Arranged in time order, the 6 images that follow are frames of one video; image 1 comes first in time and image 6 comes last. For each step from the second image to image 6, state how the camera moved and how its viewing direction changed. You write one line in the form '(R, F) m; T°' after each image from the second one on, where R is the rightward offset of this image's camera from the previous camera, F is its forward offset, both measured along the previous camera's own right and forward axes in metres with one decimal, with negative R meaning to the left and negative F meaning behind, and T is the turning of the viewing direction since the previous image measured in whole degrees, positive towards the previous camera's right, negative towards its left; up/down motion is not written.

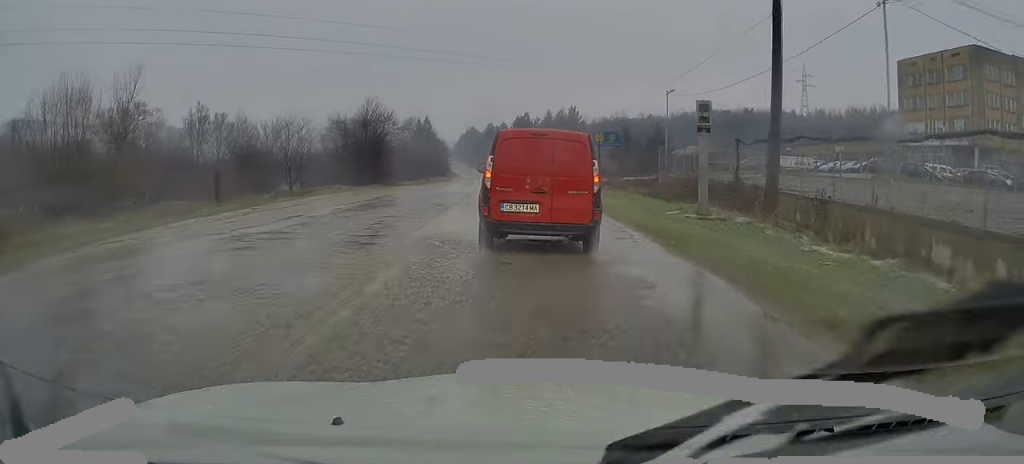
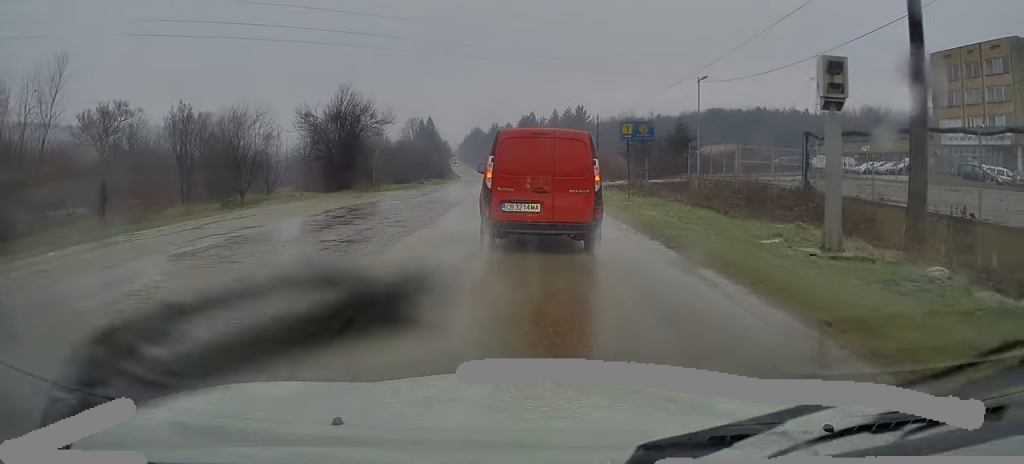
(-0.1, +7.3) m; -1°
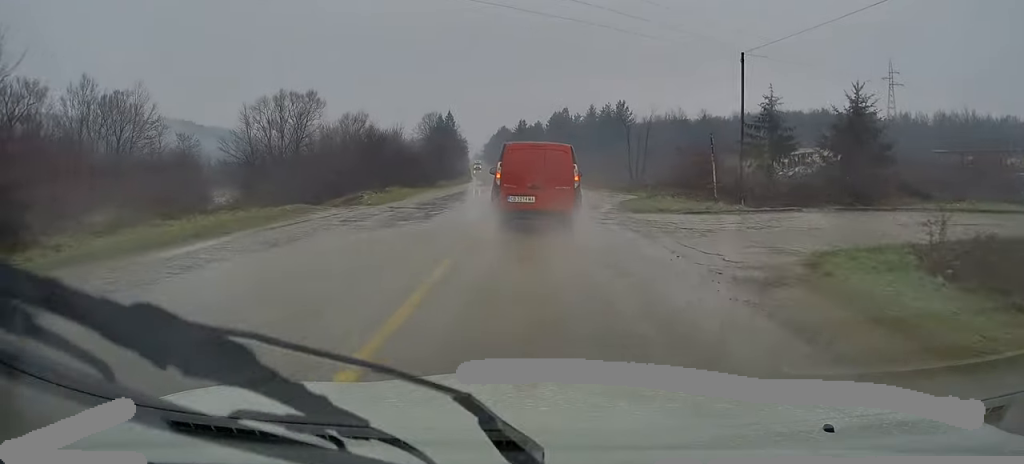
(-0.1, +29.5) m; -2°
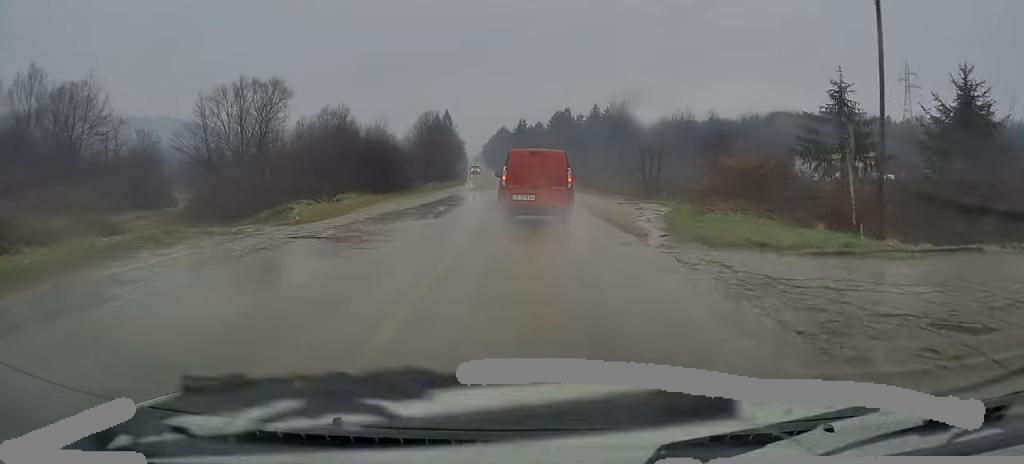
(-0.2, +9.1) m; -1°
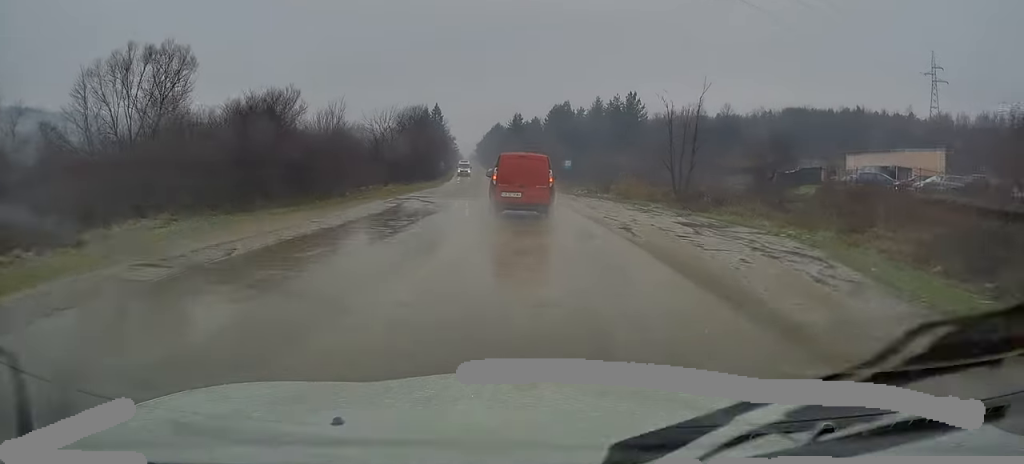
(+0.1, +15.5) m; +1°
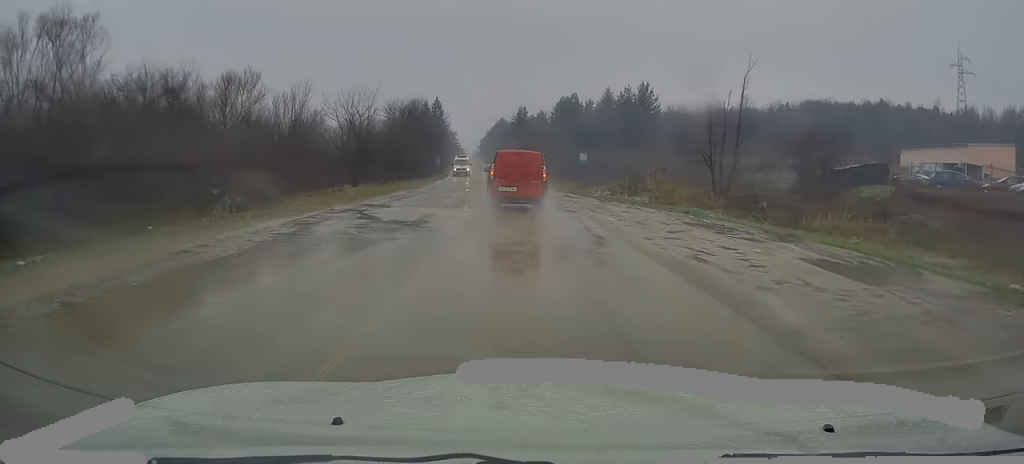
(0.0, +10.3) m; -1°
